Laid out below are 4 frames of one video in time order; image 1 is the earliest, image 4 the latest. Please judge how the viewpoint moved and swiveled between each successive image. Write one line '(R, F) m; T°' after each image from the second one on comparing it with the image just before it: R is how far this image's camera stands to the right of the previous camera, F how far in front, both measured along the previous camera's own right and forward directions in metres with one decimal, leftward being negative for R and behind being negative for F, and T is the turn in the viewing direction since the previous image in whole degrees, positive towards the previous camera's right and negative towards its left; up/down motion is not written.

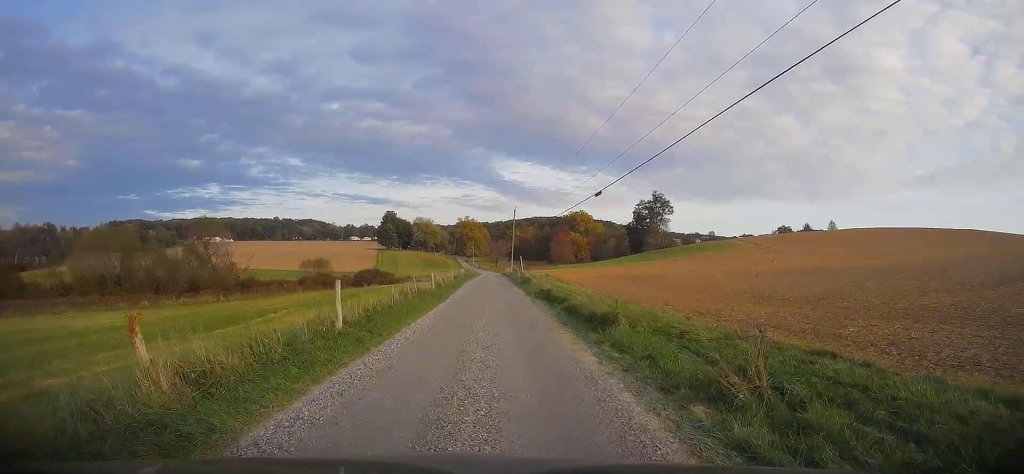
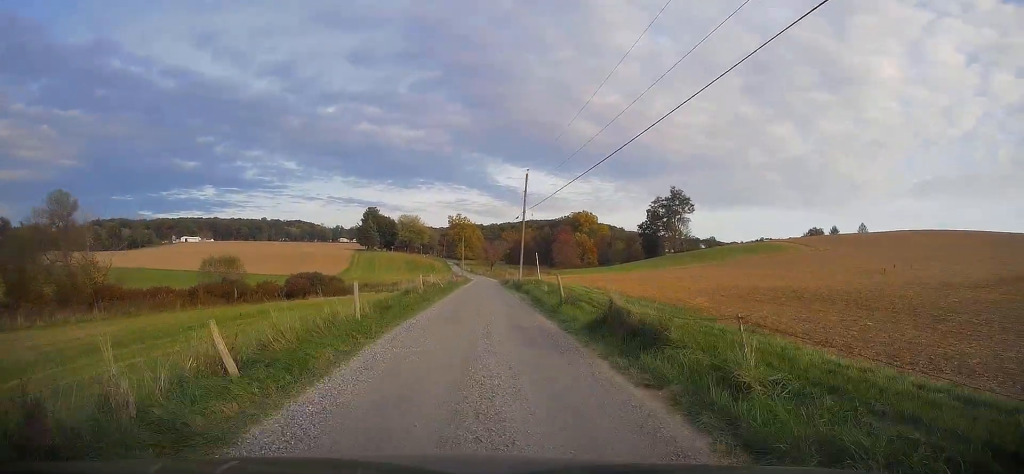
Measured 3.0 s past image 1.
(0.0, +33.8) m; 0°
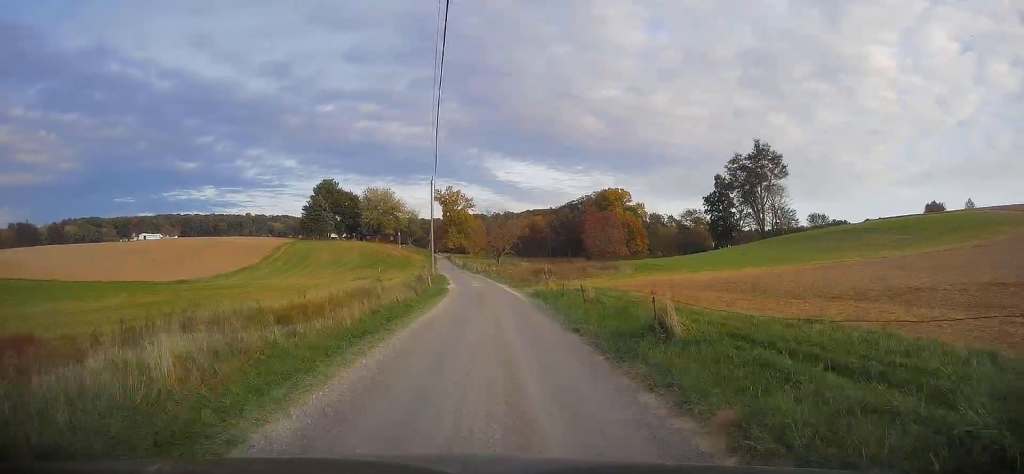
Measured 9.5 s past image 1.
(+0.3, +76.9) m; 0°
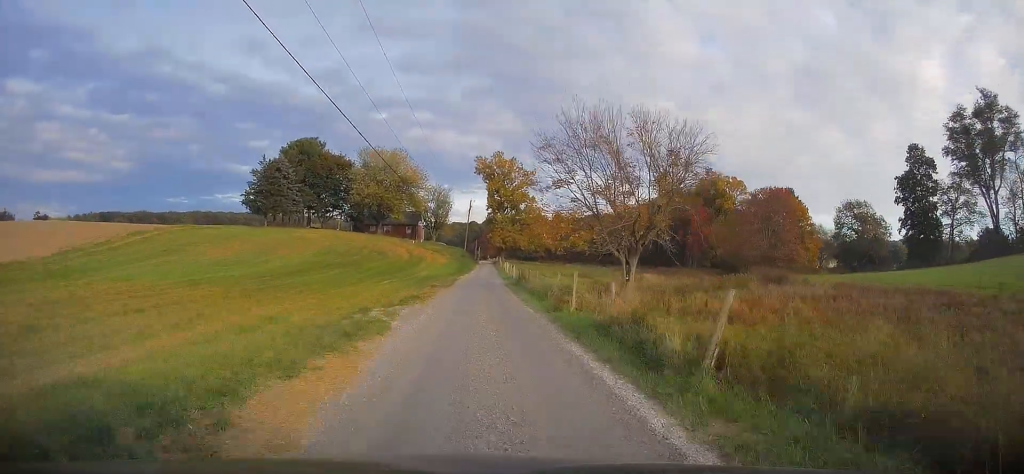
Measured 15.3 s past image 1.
(-4.0, +67.3) m; -6°
